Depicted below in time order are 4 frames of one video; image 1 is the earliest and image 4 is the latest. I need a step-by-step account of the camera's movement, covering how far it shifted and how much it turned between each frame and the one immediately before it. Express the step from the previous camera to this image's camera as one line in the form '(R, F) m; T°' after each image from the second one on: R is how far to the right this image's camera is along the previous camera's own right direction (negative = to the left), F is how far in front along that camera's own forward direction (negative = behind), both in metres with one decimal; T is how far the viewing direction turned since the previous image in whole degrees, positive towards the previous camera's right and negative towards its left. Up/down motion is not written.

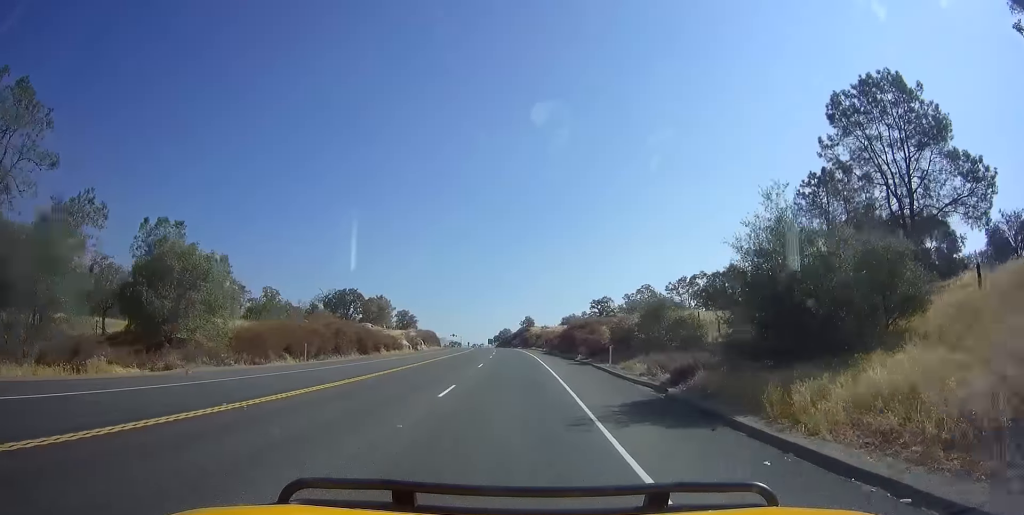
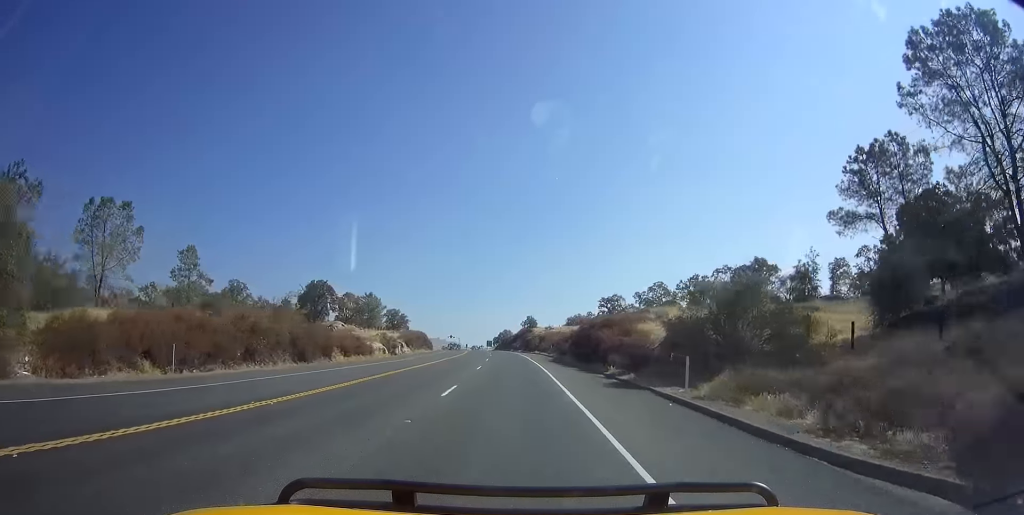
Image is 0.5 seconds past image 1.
(-0.2, +13.3) m; 0°
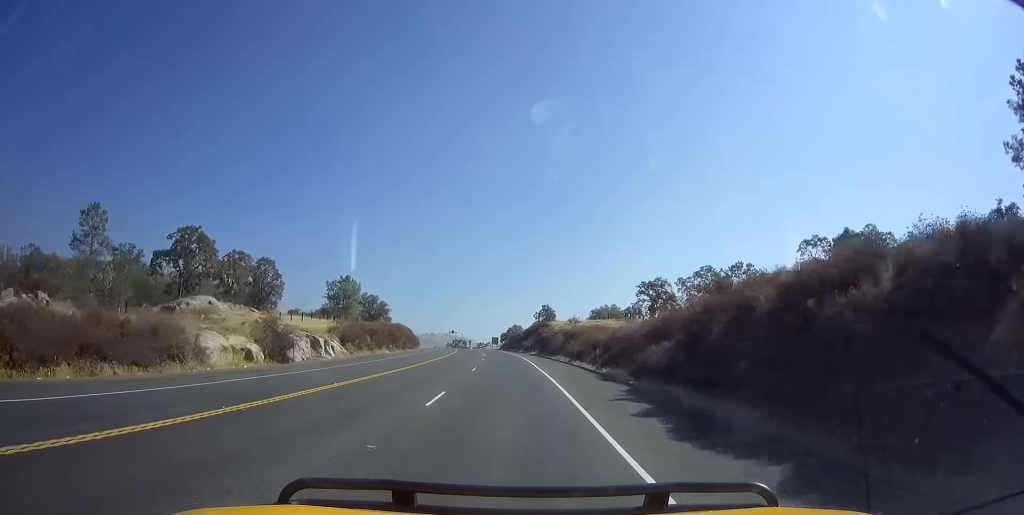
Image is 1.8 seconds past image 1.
(+0.6, +30.7) m; 0°
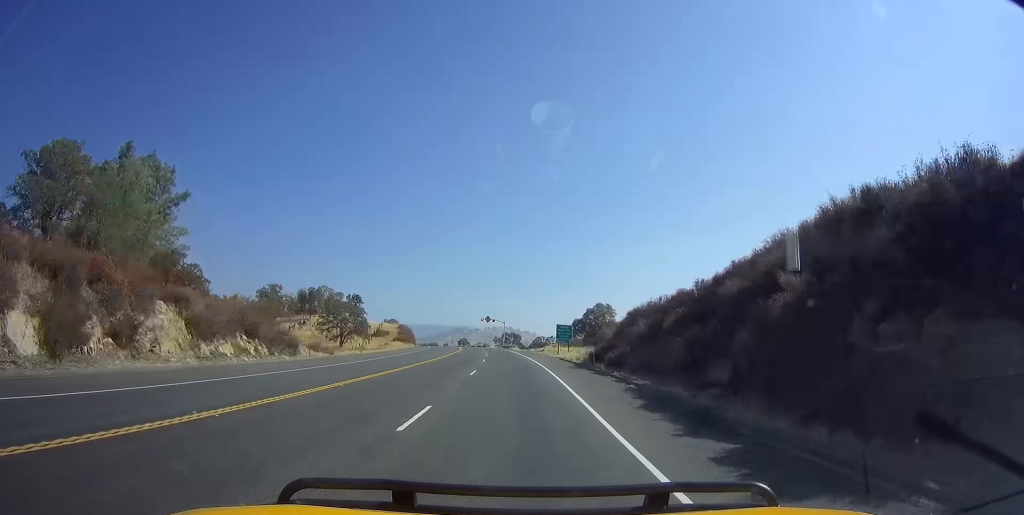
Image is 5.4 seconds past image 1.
(-5.4, +89.5) m; -7°
